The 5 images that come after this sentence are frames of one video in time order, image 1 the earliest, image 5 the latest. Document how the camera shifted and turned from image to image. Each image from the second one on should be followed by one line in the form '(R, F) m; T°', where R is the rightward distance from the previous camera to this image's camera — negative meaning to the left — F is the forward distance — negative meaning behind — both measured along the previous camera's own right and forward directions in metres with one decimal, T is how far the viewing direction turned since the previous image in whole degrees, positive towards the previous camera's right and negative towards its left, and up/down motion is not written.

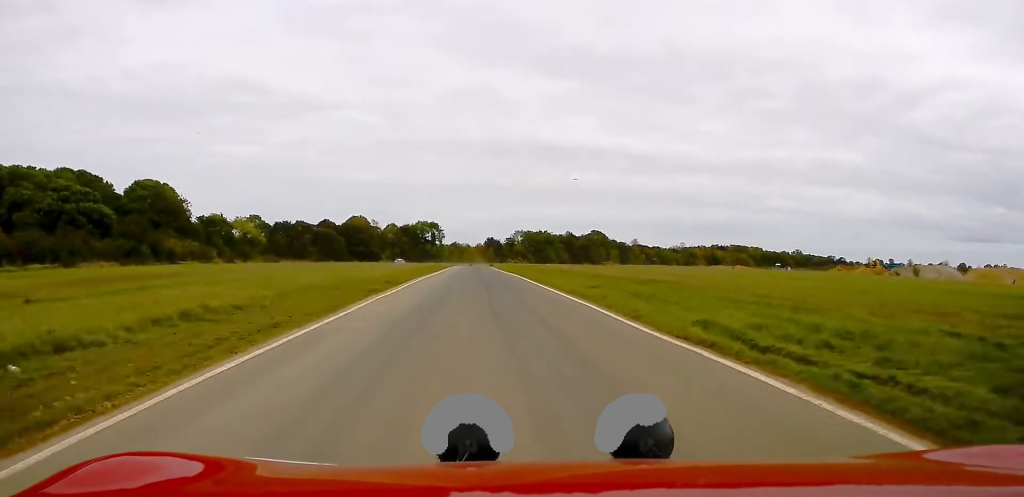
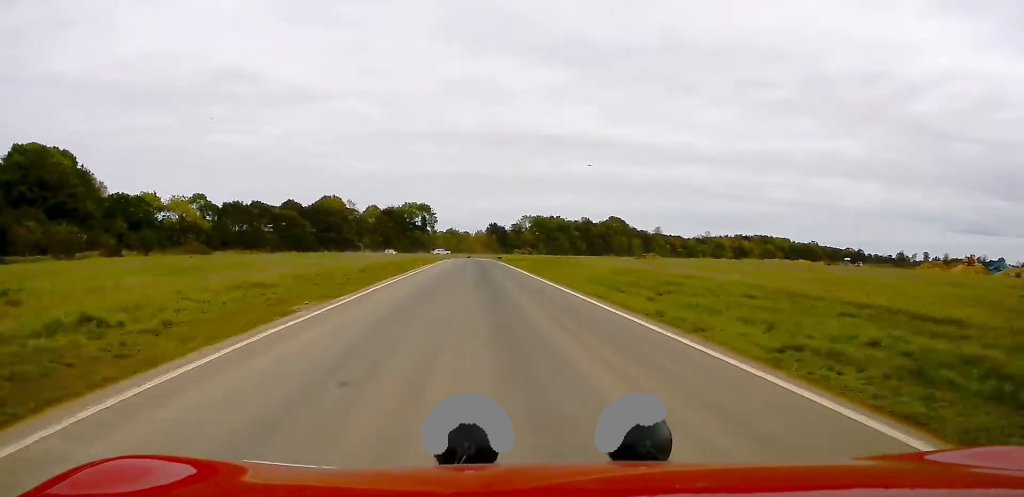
(+0.3, +50.0) m; 0°
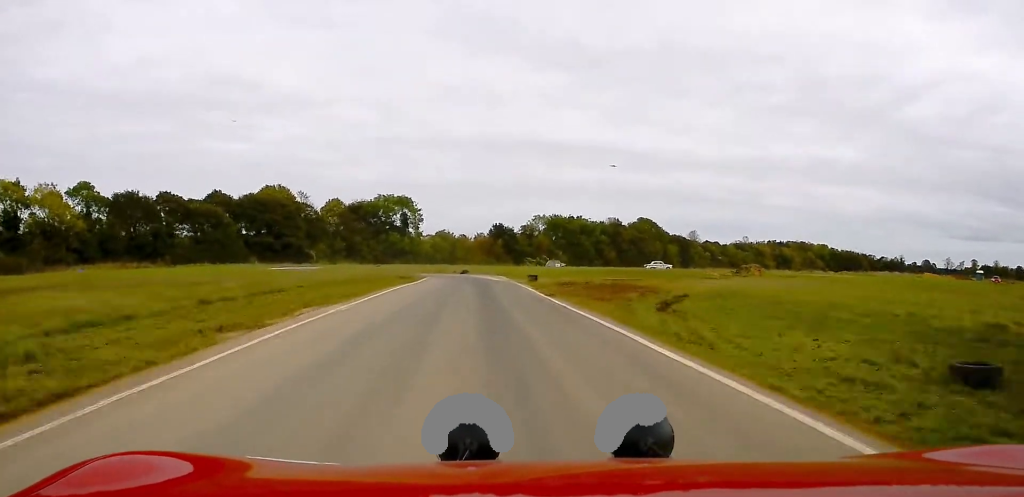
(-0.9, +62.9) m; 0°
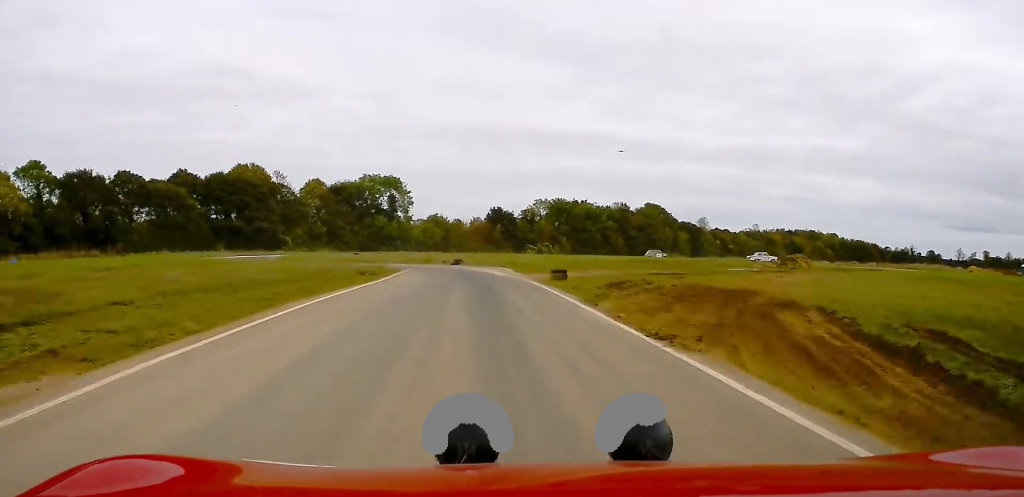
(+0.1, +16.4) m; 0°
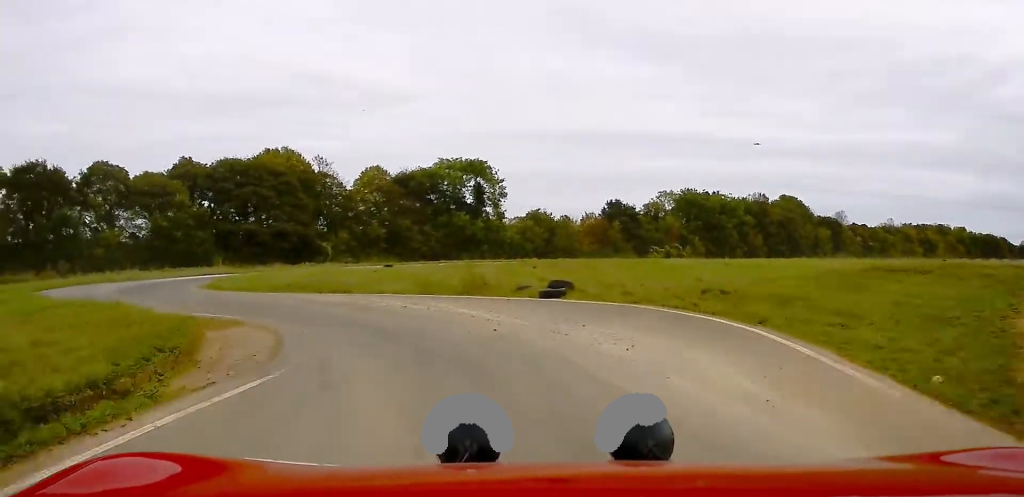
(-1.3, +37.7) m; -12°
